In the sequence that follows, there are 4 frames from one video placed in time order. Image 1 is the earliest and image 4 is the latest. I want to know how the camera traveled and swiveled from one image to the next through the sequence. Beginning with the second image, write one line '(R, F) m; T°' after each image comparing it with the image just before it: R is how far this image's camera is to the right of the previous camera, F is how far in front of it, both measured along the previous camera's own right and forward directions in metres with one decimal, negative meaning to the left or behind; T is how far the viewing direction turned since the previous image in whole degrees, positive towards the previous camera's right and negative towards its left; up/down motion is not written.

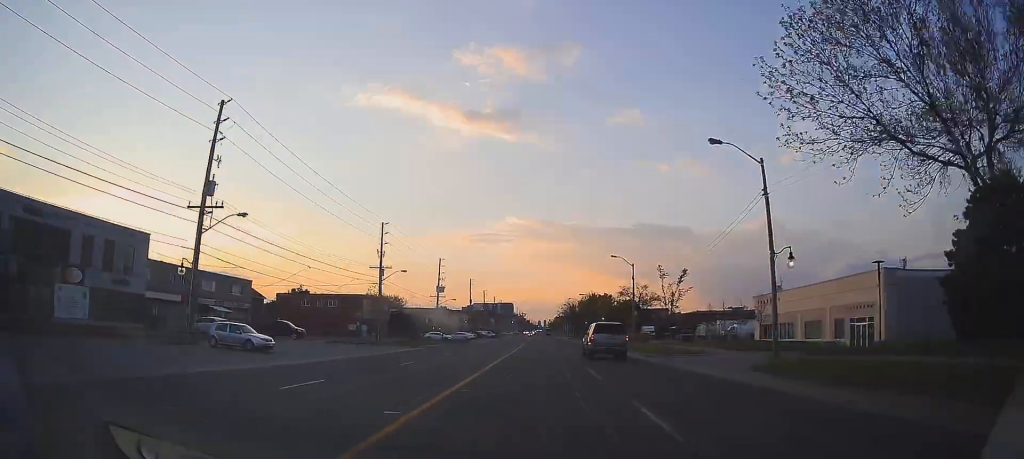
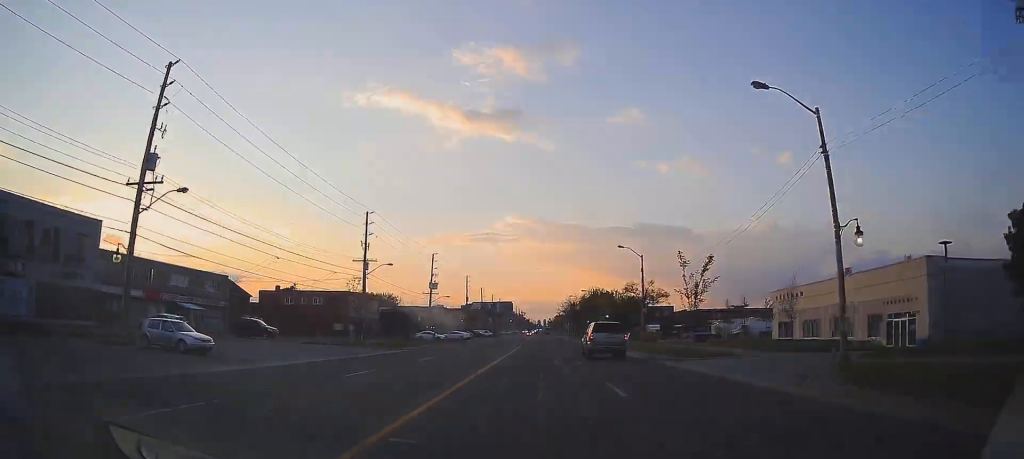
(-0.2, +6.4) m; 0°
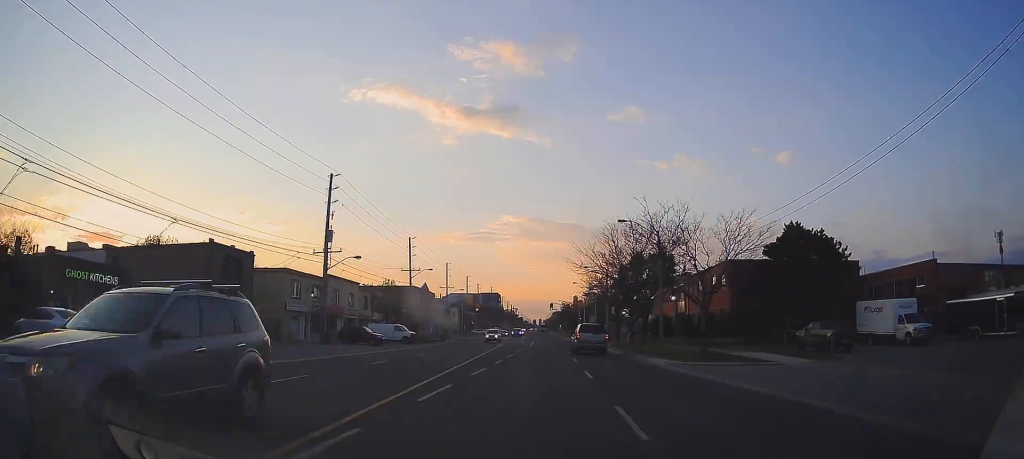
(+1.7, +84.2) m; +1°
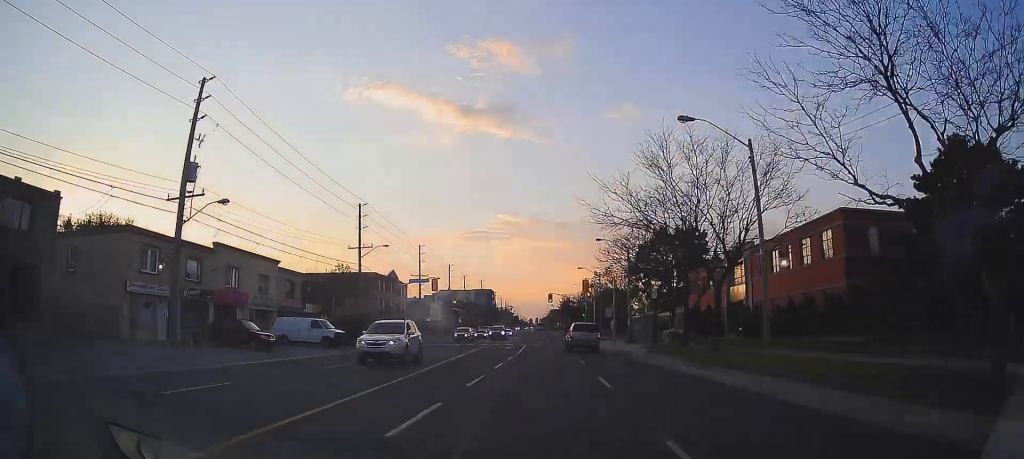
(0.0, +21.6) m; 0°
